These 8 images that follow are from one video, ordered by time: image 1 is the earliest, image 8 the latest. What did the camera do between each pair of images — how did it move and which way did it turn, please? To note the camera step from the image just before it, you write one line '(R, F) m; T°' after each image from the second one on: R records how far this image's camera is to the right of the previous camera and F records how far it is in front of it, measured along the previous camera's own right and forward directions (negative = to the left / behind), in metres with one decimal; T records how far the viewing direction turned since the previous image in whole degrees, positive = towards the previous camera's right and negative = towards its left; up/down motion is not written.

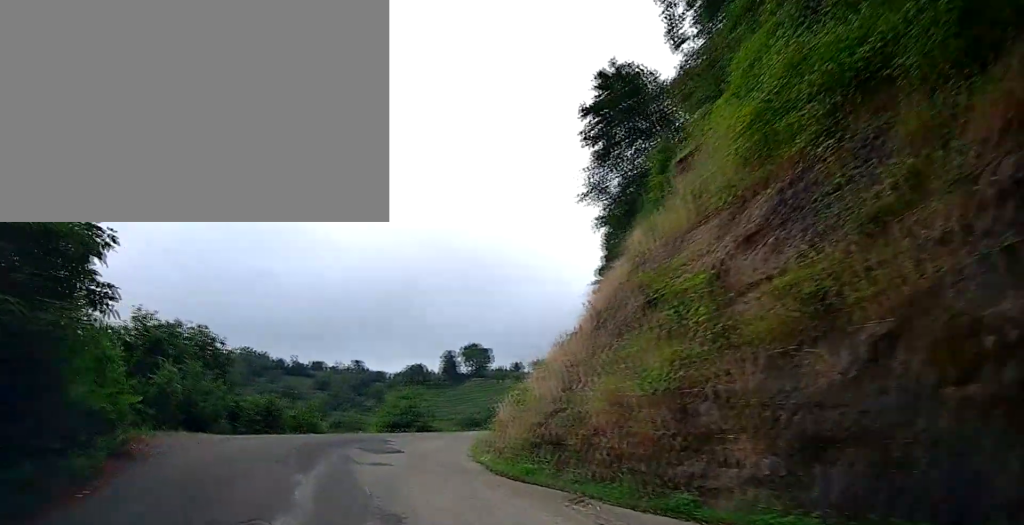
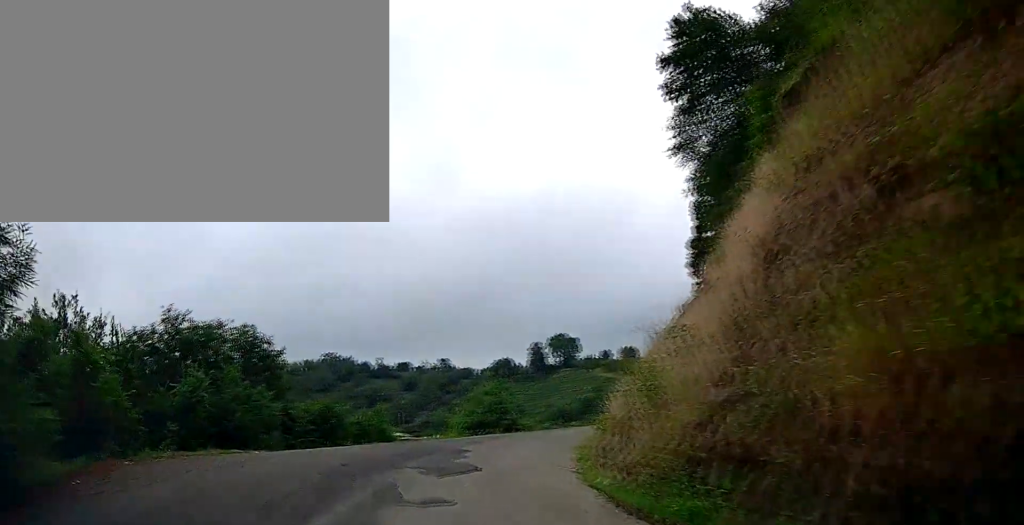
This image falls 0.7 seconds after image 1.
(-0.4, +4.9) m; -6°
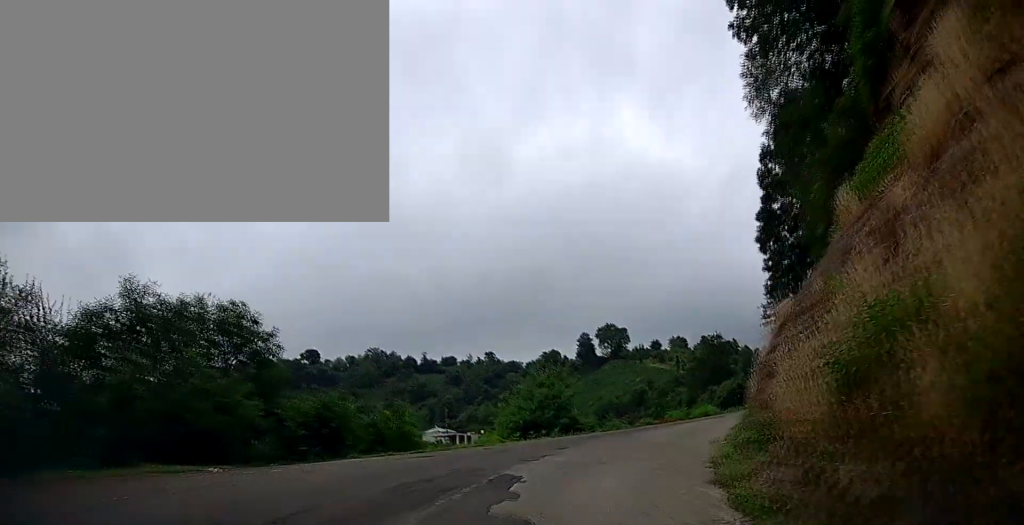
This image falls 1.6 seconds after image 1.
(-0.6, +6.6) m; -5°
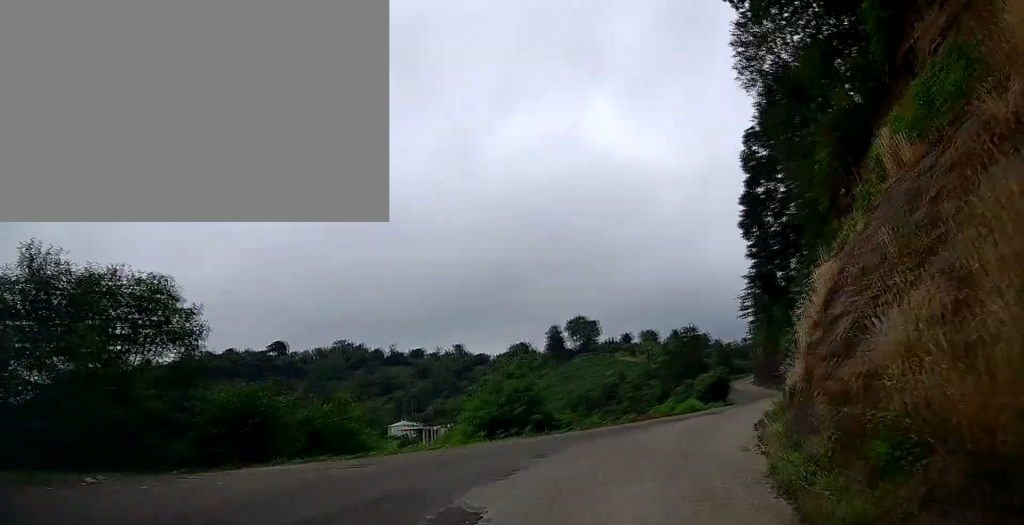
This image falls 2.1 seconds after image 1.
(0.0, +3.7) m; 0°
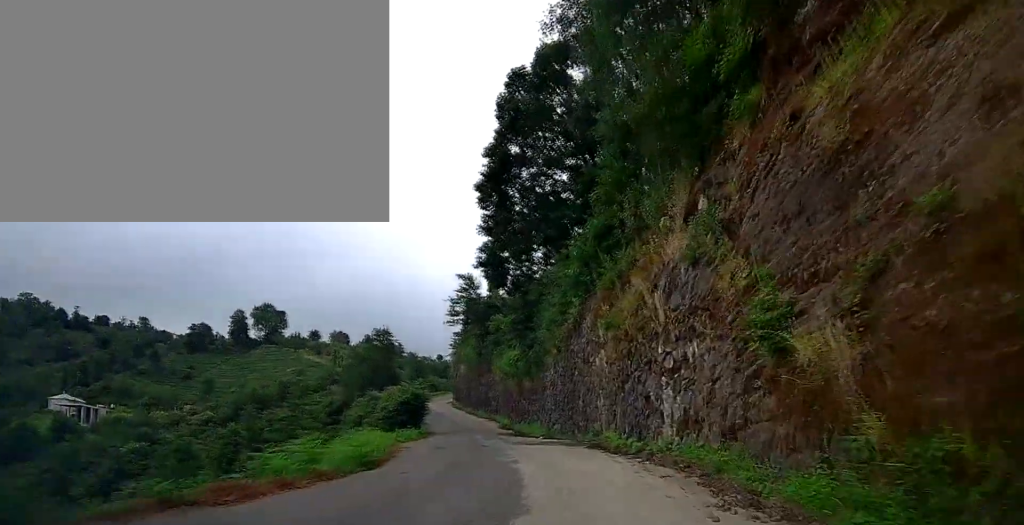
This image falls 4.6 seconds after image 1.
(+2.1, +17.4) m; +21°
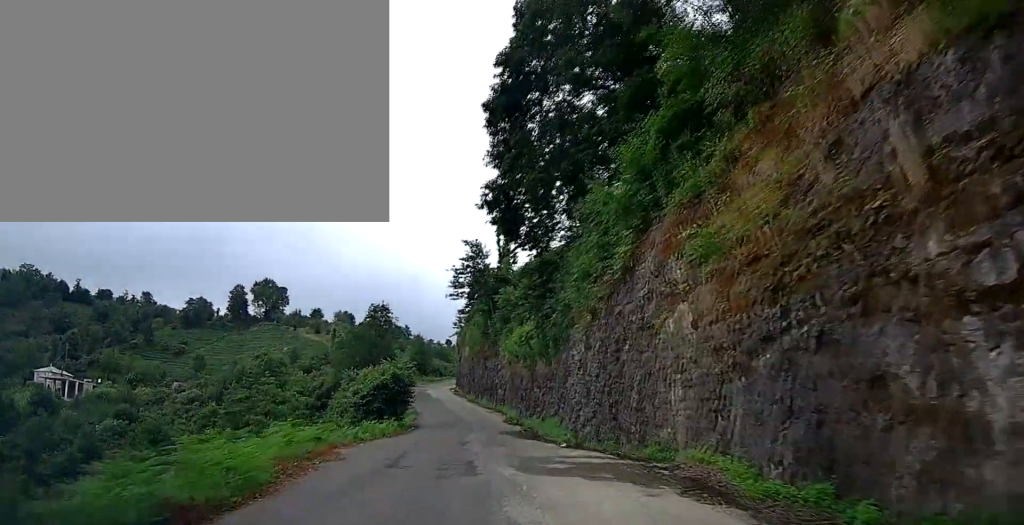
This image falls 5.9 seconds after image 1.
(+1.2, +9.3) m; +7°
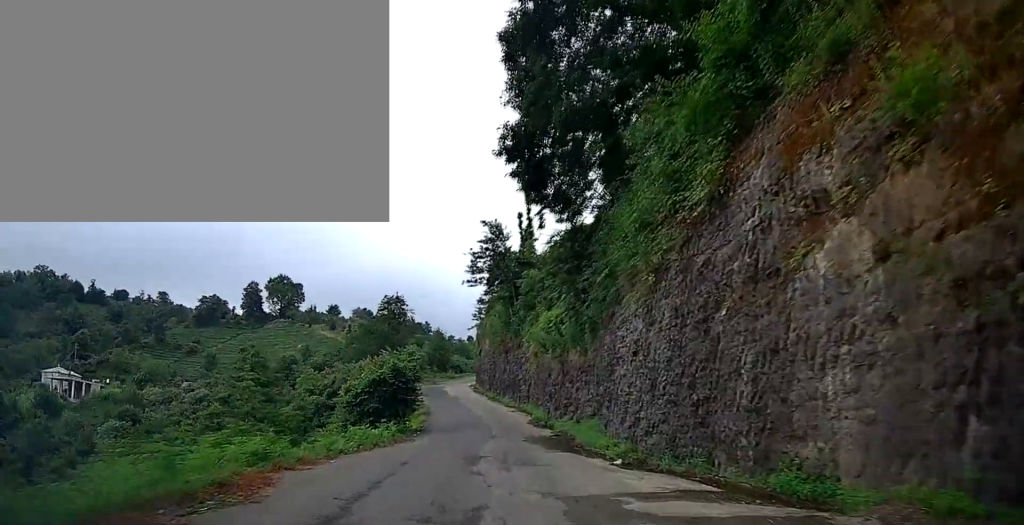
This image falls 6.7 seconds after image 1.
(-0.1, +6.4) m; -2°
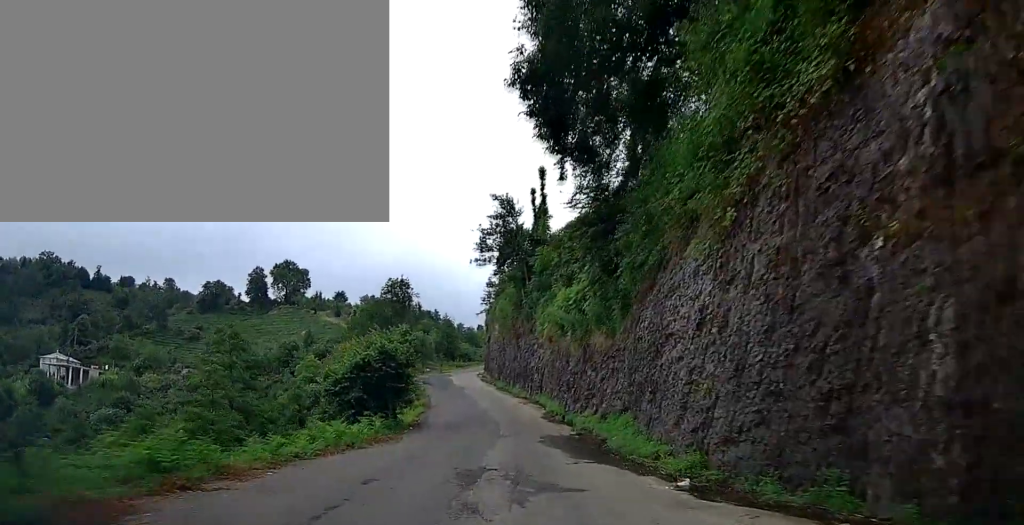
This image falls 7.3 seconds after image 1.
(-0.1, +4.7) m; -2°
